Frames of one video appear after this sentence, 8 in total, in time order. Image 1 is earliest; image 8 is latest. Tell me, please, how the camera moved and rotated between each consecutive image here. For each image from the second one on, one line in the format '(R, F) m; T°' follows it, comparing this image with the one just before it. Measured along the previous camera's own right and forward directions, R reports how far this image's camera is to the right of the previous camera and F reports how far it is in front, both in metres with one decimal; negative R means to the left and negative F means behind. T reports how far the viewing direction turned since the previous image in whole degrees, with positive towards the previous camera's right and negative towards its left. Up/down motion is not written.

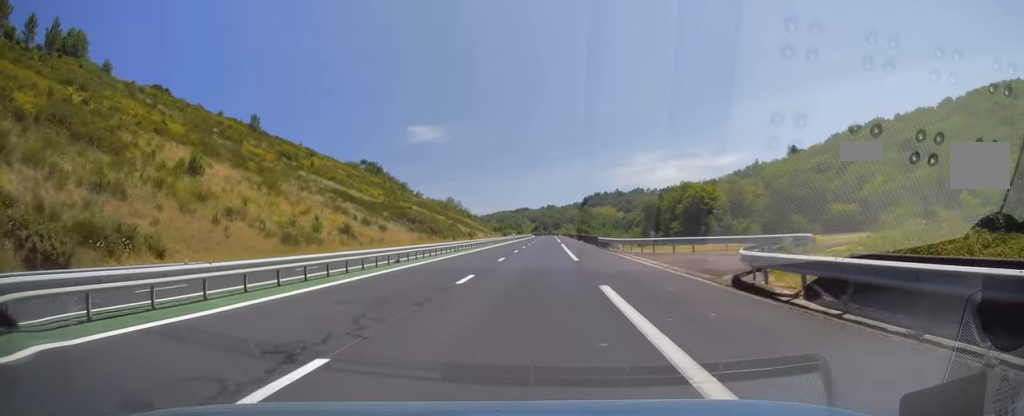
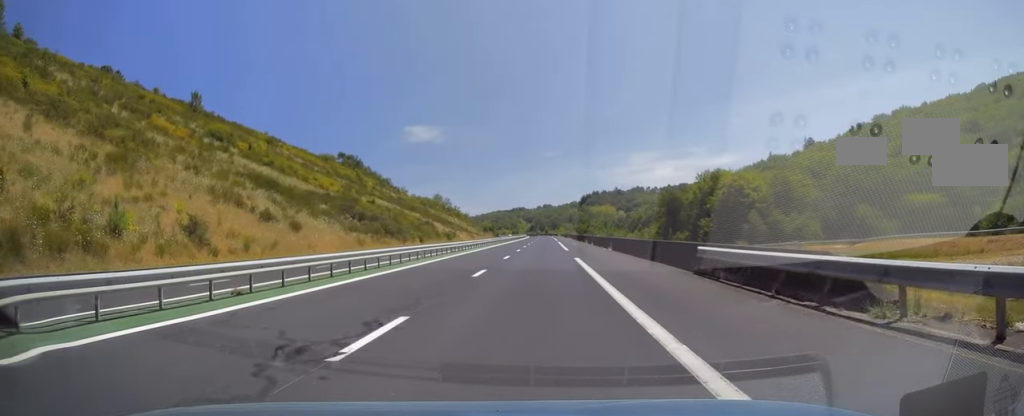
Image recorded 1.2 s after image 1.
(+0.5, +35.7) m; +1°
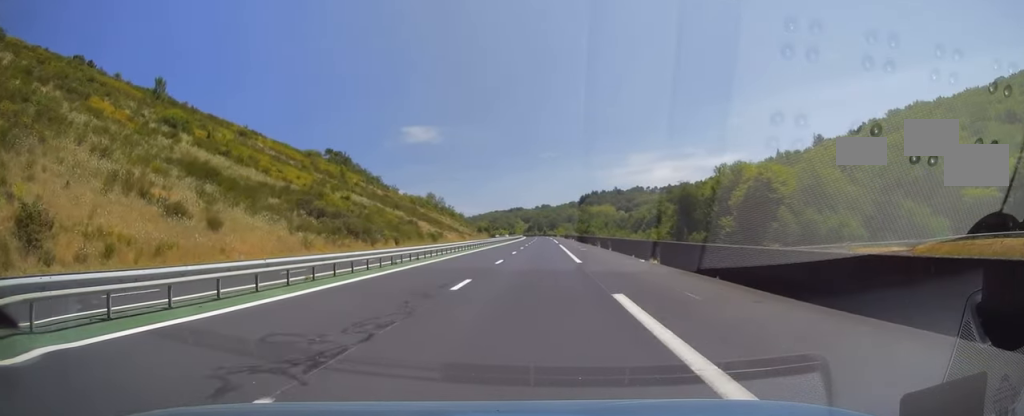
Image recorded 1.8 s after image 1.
(0.0, +17.6) m; 0°
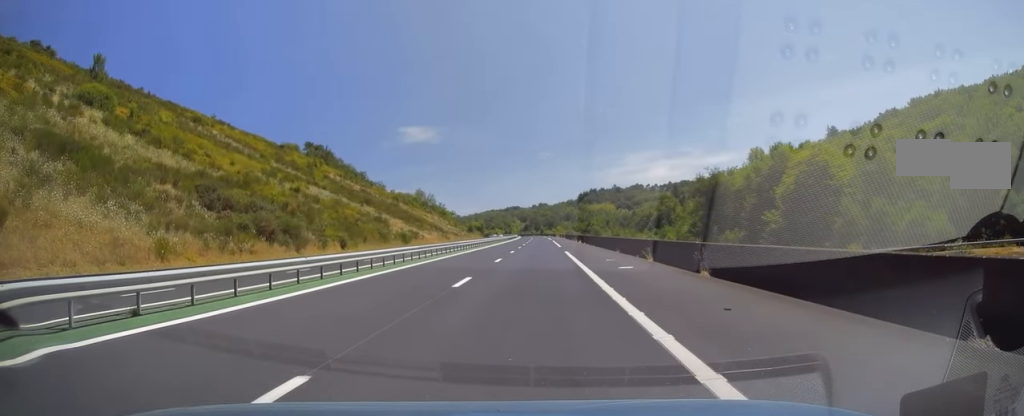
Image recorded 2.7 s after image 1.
(0.0, +24.9) m; 0°
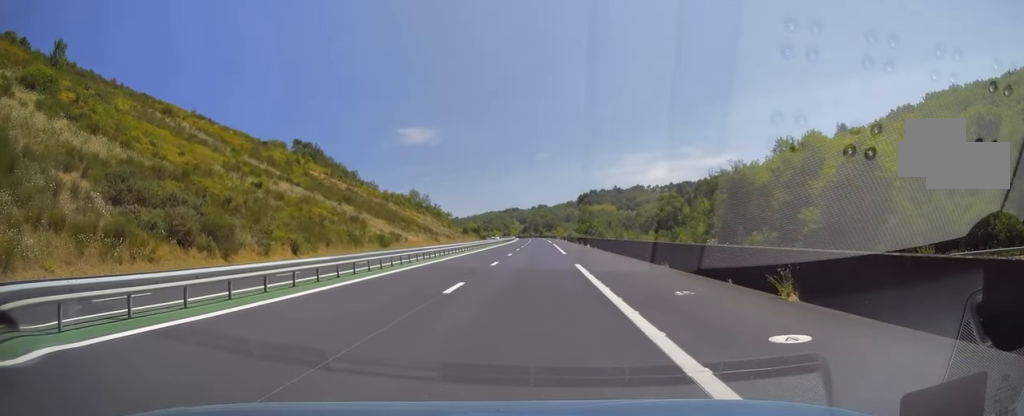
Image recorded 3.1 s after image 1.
(0.0, +14.2) m; 0°
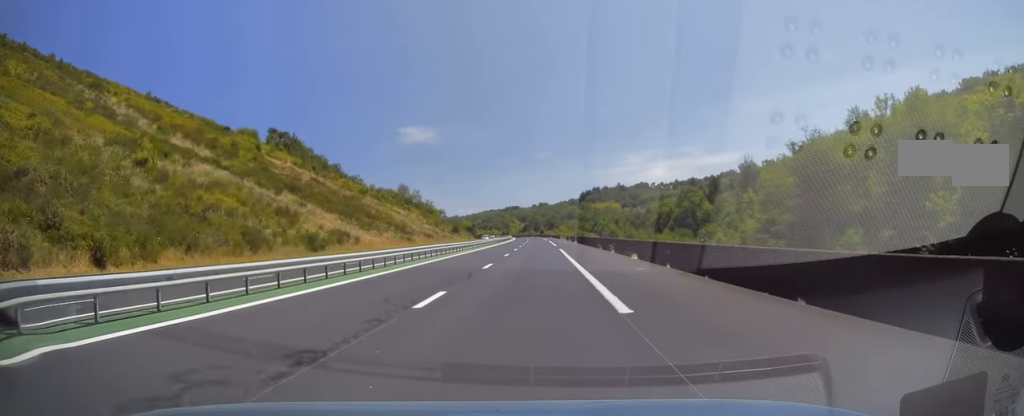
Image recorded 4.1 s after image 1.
(0.0, +28.9) m; 0°
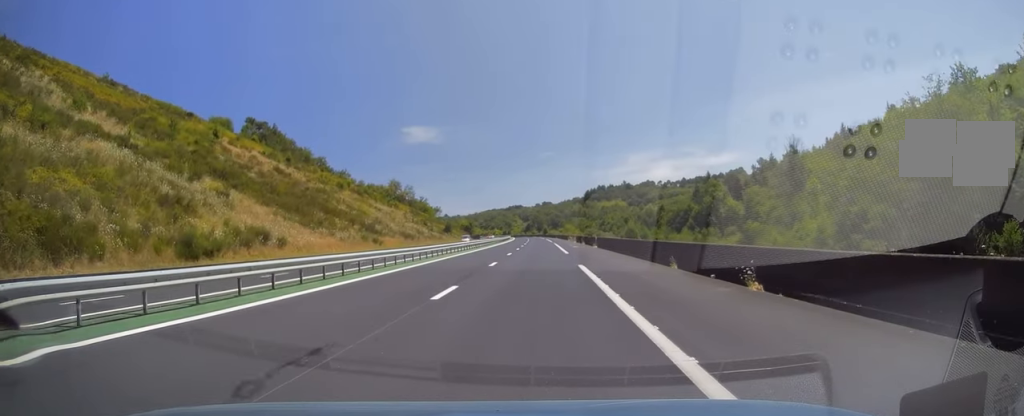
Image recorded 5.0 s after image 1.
(0.0, +24.4) m; 0°
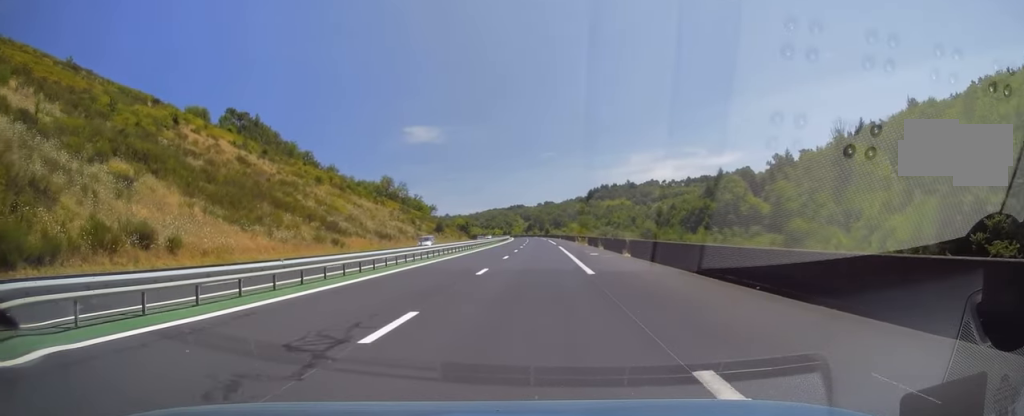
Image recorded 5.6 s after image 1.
(0.0, +18.1) m; 0°
